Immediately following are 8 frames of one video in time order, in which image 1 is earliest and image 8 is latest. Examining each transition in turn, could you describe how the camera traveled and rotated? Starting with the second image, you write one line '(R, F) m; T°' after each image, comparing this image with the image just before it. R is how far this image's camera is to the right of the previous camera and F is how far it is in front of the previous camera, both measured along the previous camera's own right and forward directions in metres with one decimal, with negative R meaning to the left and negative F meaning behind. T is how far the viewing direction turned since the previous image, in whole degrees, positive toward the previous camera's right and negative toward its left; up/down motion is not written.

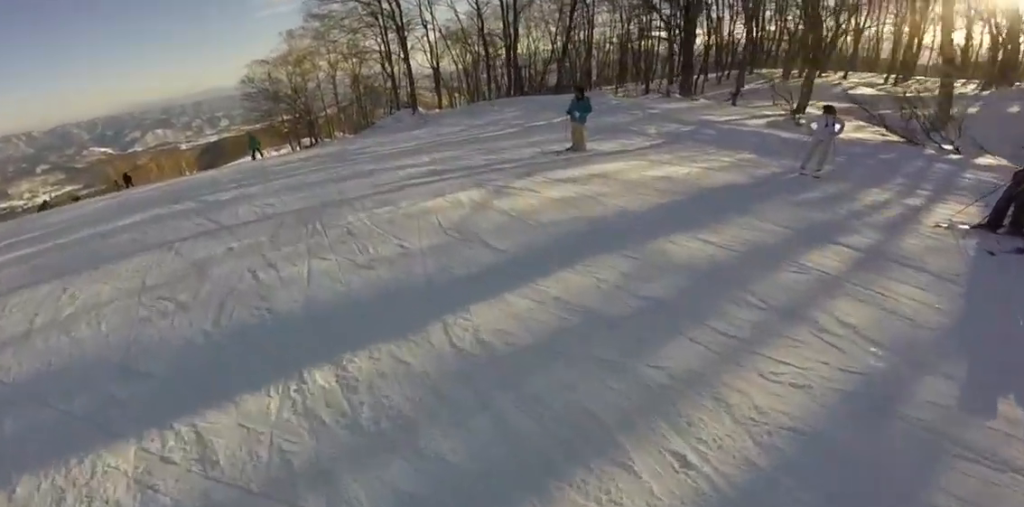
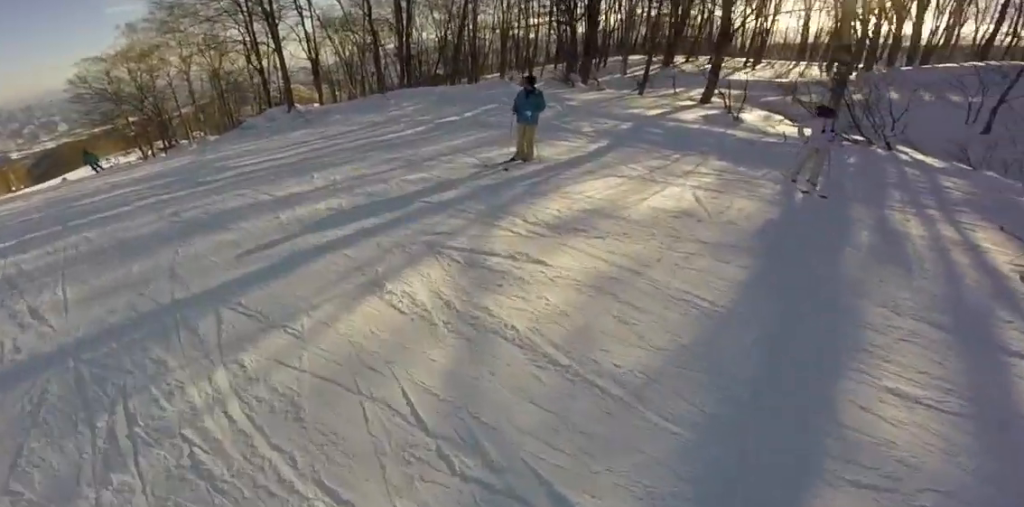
(-0.3, +2.9) m; -19°
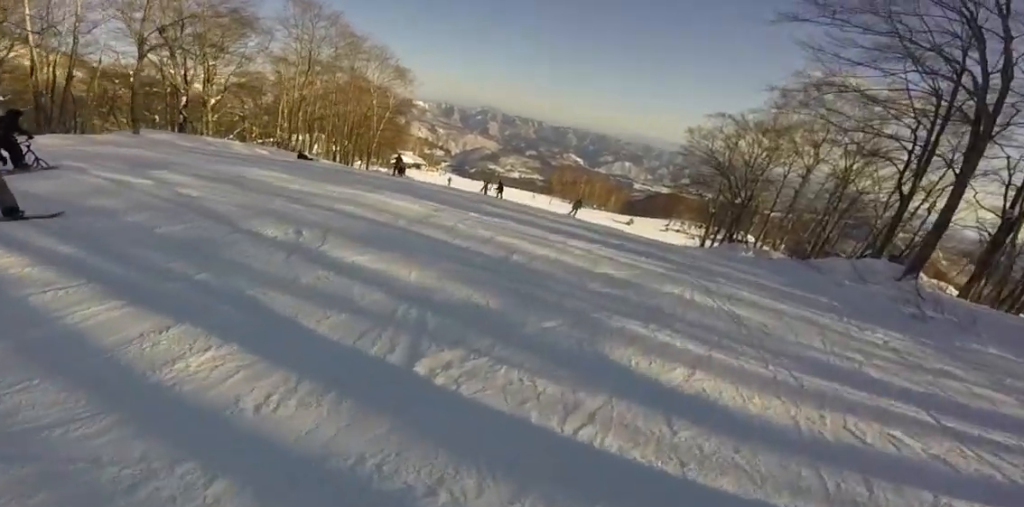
(-2.6, +5.5) m; -30°
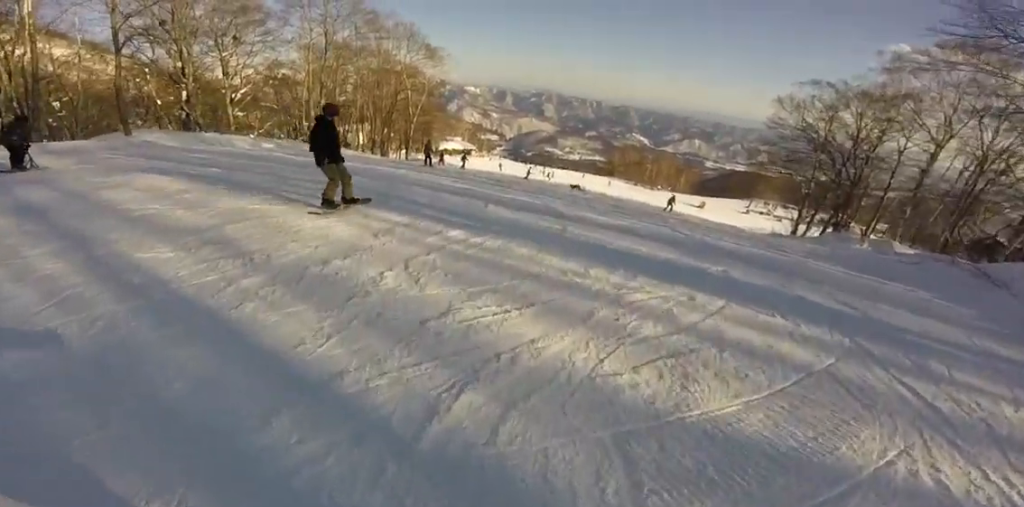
(+0.1, +3.8) m; -15°
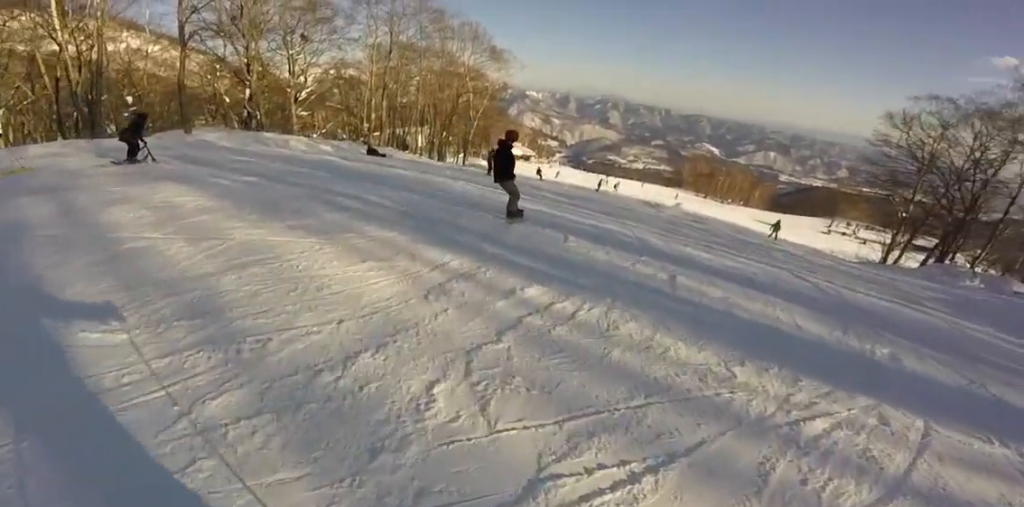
(-0.4, +1.7) m; -10°
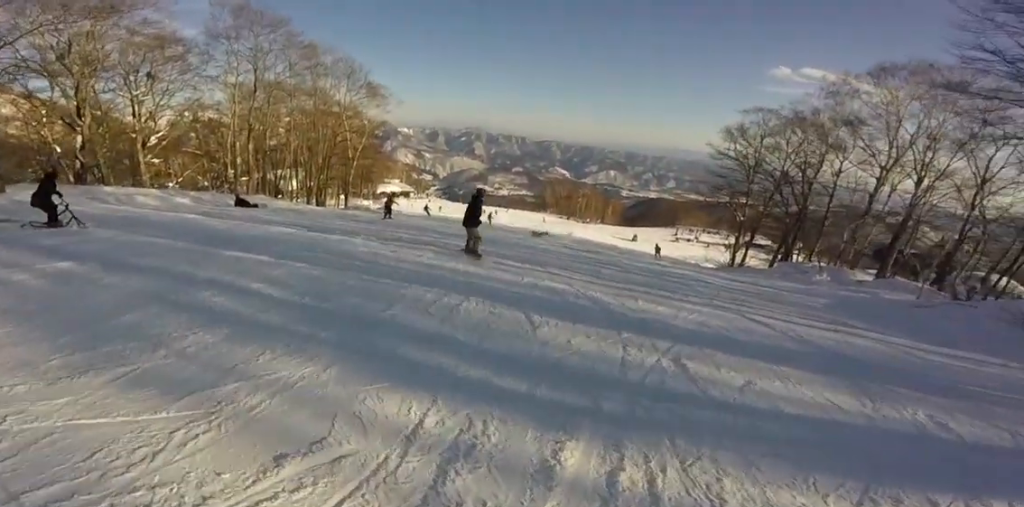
(-0.1, +2.2) m; +9°
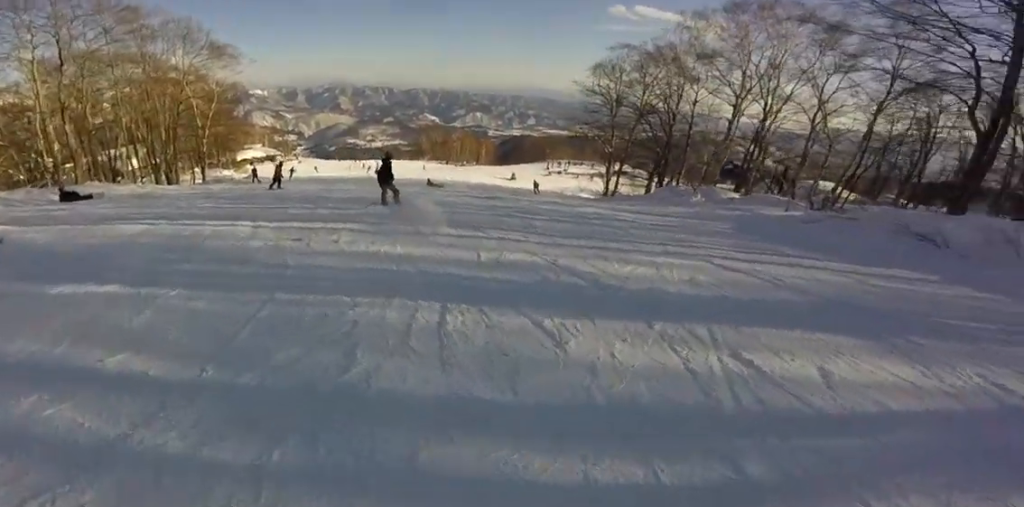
(-0.2, +1.9) m; +16°
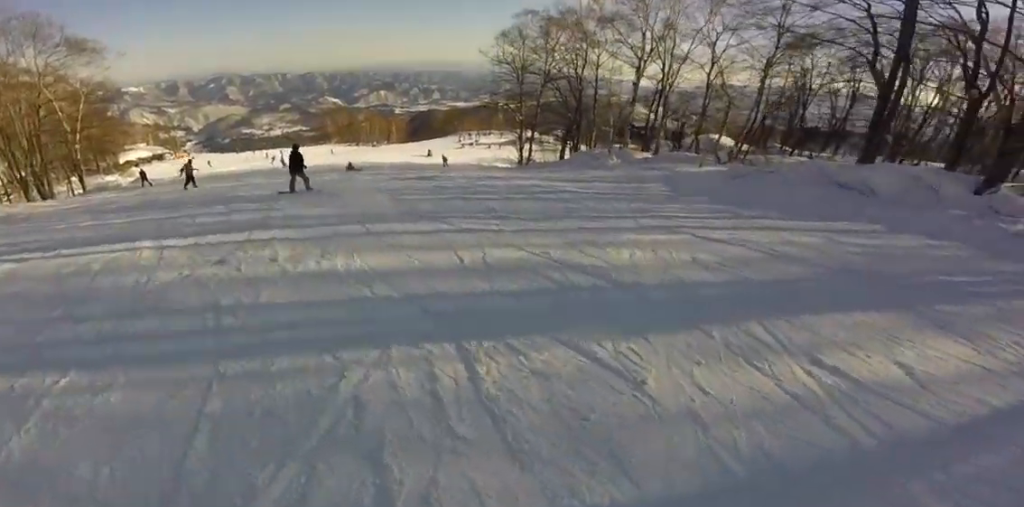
(+0.5, +1.3) m; +17°
